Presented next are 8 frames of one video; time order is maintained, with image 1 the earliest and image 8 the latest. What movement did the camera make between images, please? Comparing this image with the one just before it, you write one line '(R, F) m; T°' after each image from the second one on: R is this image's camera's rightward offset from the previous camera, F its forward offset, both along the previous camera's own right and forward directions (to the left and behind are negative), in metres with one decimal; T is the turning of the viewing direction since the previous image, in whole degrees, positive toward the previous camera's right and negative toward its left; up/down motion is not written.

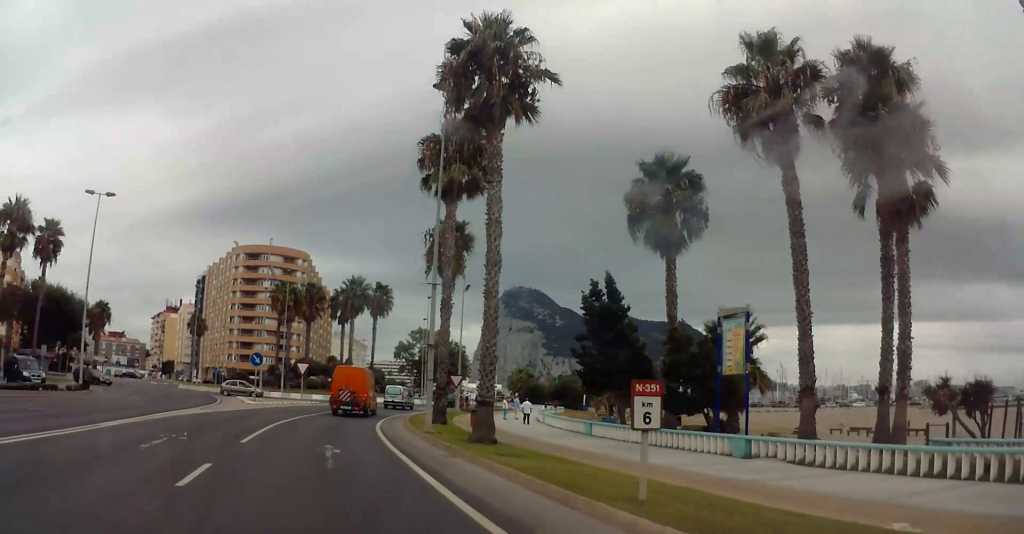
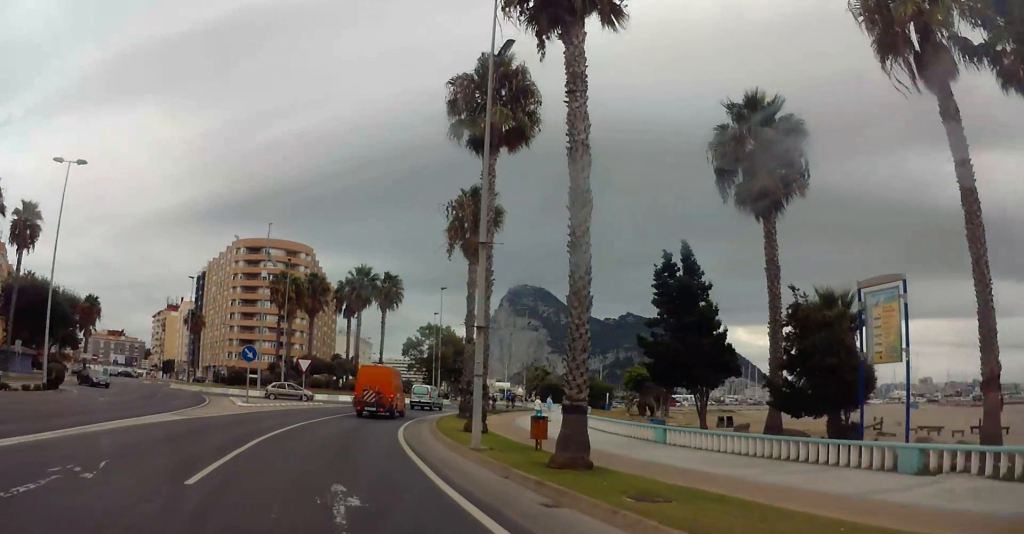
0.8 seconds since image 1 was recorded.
(+0.5, +5.8) m; +4°
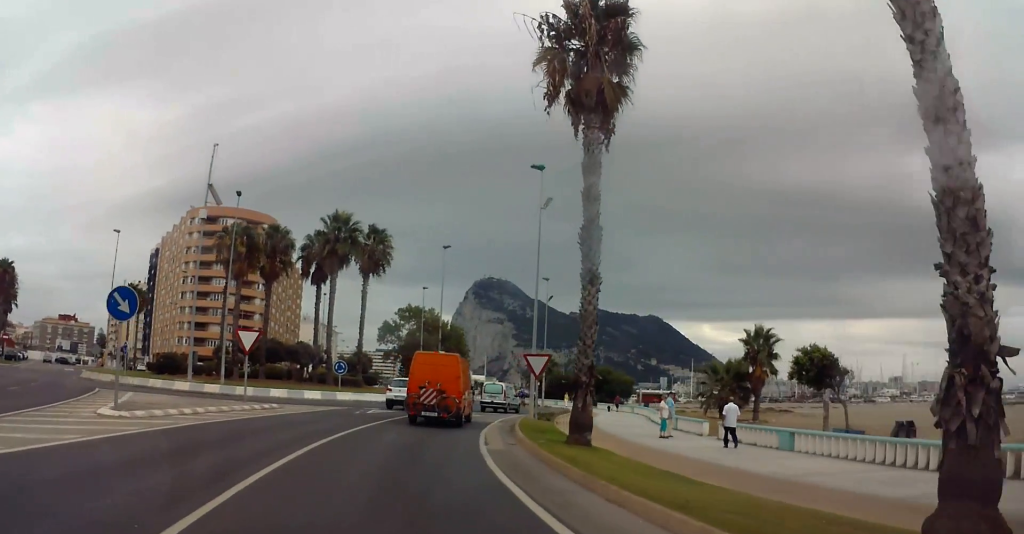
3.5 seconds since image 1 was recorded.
(-0.2, +17.8) m; 0°
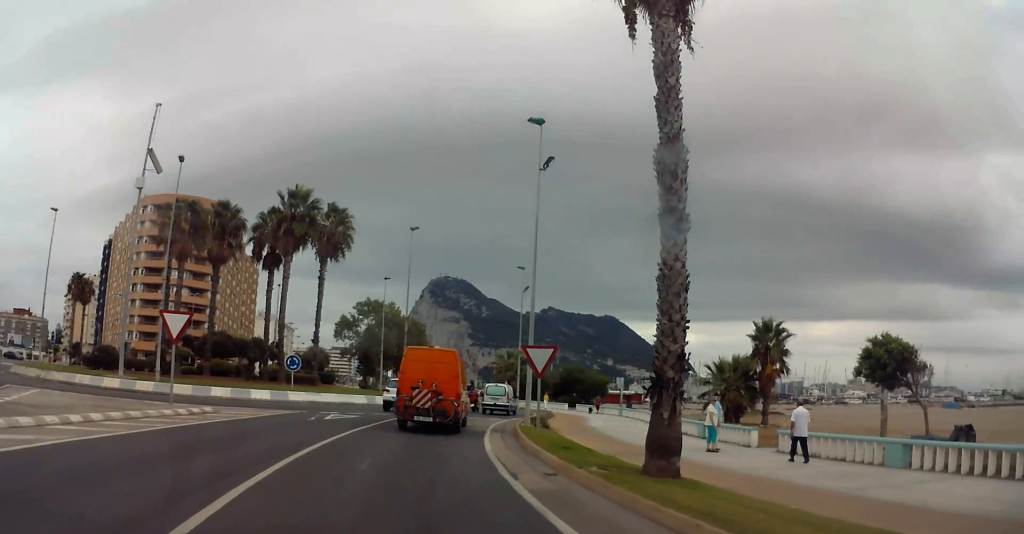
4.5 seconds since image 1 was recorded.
(0.0, +6.3) m; +3°
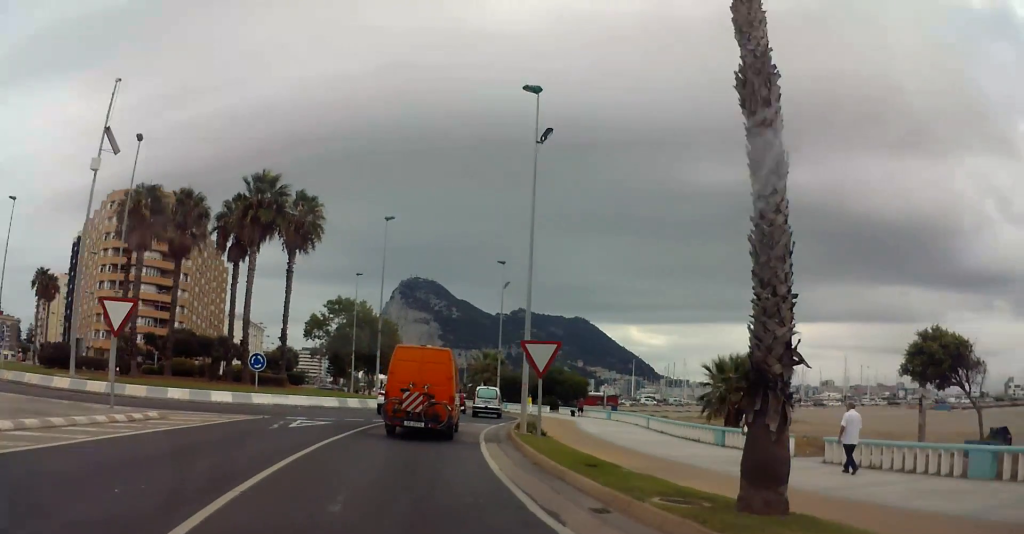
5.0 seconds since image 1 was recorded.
(0.0, +3.1) m; +2°
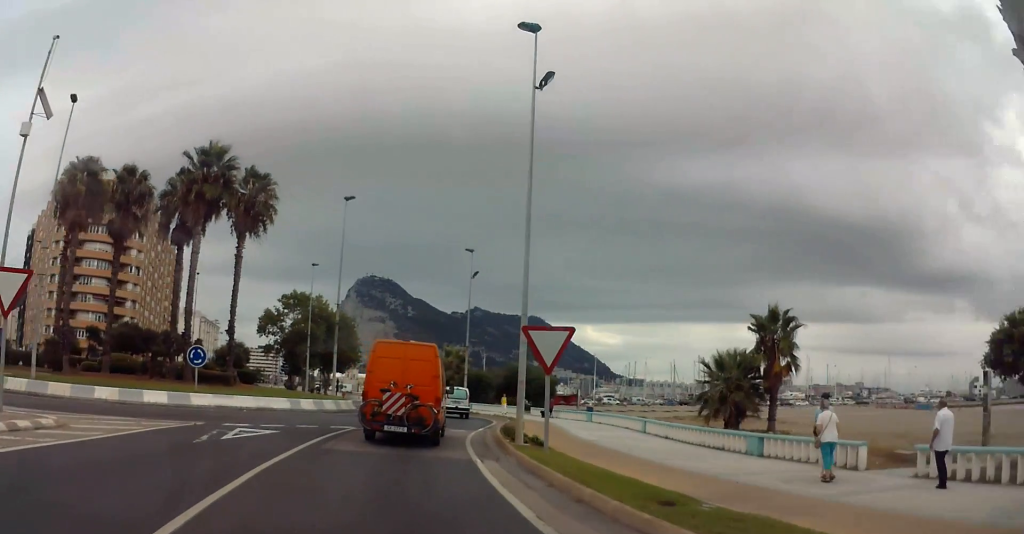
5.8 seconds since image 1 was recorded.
(+0.2, +4.5) m; +3°
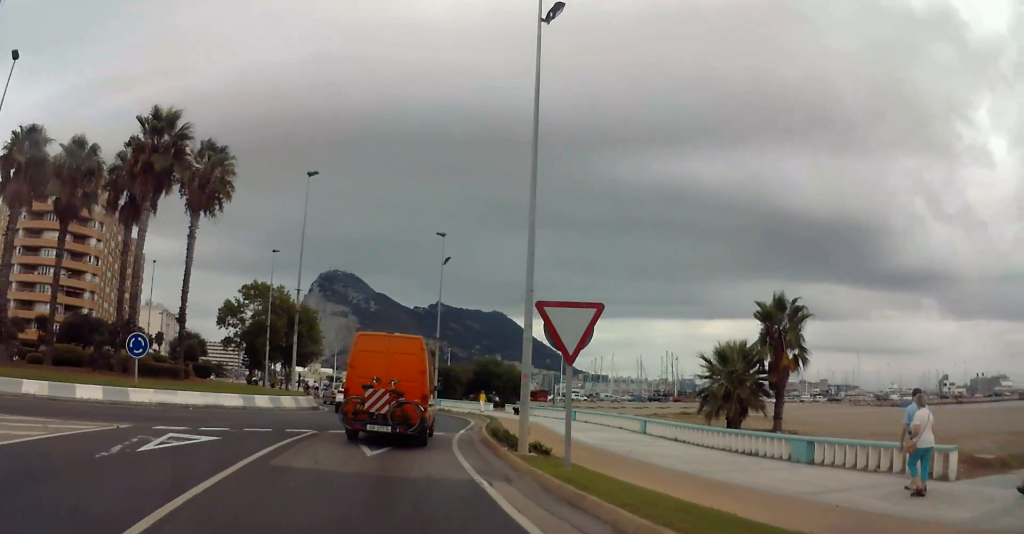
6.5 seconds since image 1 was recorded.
(0.0, +4.0) m; 0°
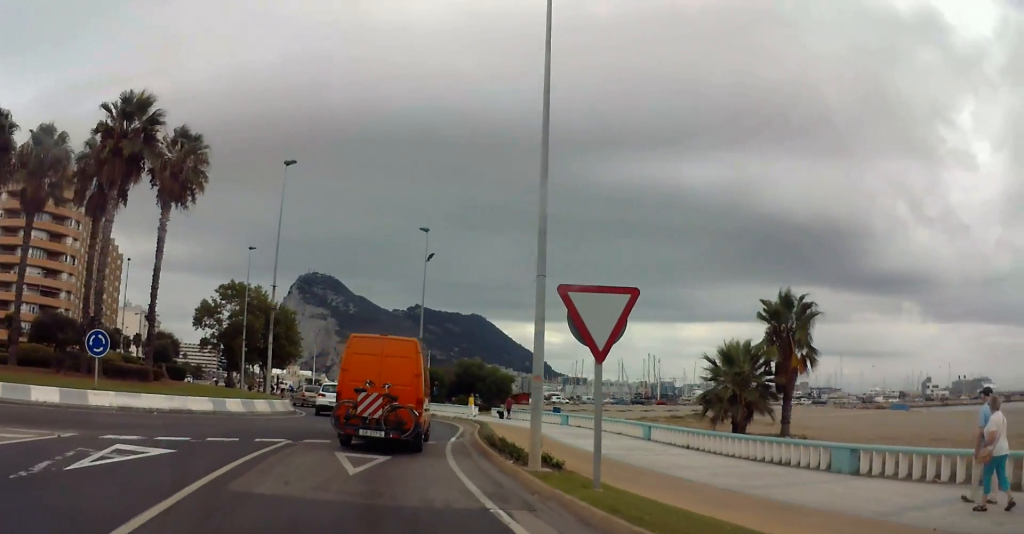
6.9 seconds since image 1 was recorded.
(0.0, +2.6) m; 0°
